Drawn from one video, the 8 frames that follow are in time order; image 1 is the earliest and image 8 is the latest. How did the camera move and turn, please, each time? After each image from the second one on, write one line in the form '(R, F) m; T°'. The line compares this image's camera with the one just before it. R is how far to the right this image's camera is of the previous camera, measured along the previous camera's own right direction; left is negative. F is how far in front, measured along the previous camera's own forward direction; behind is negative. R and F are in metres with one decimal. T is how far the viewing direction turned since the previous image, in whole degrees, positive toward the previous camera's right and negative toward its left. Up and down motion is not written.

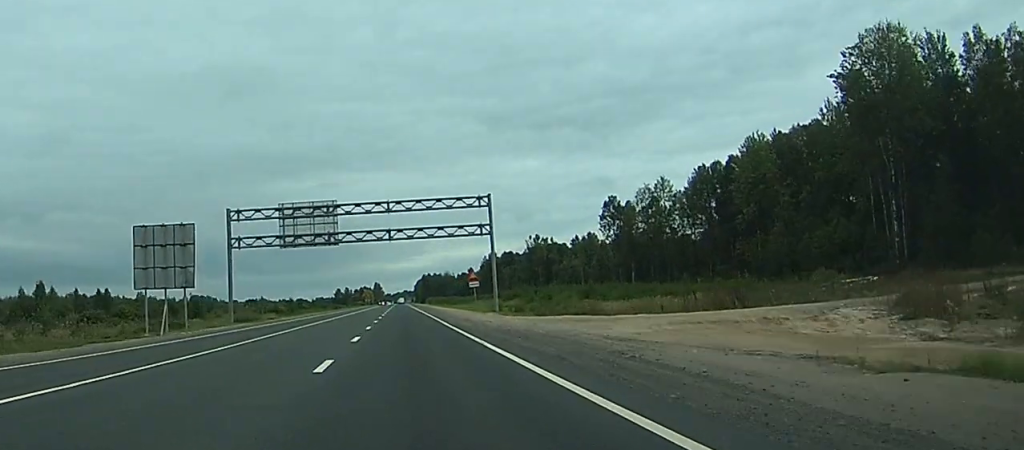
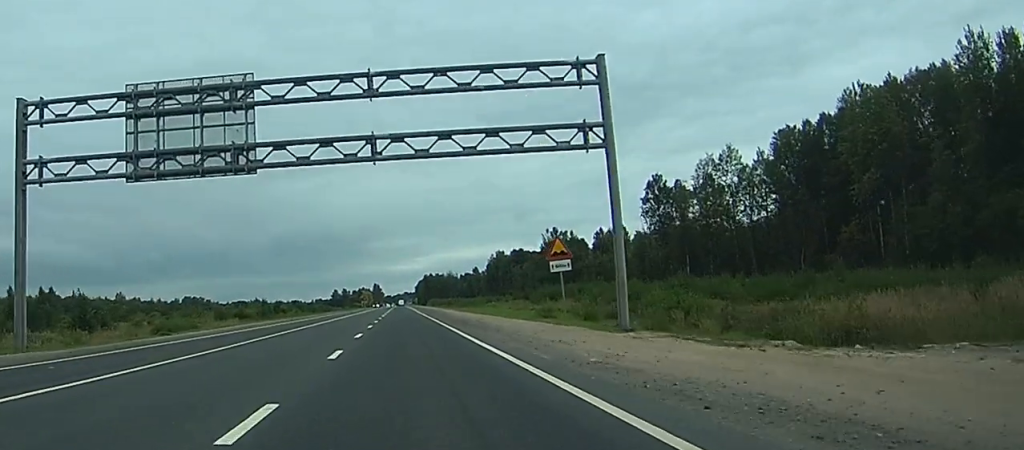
(+0.4, +43.9) m; +1°
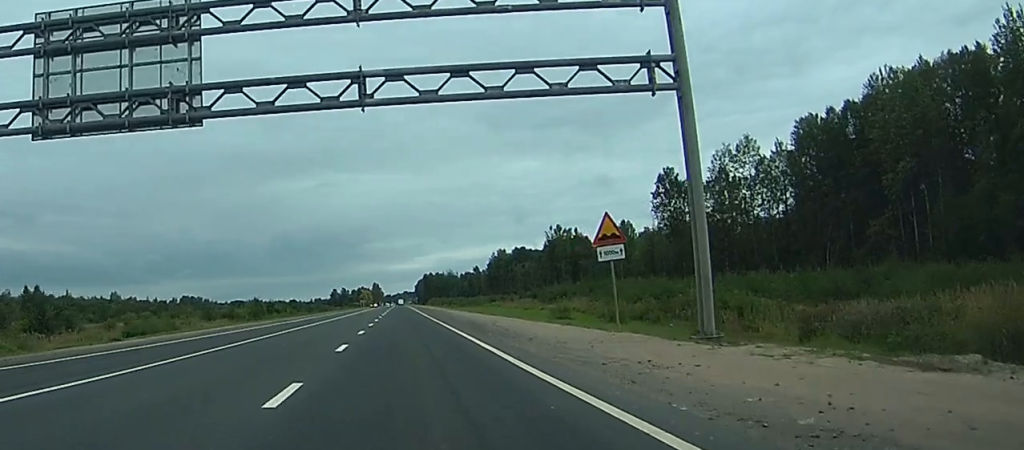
(0.0, +9.1) m; 0°
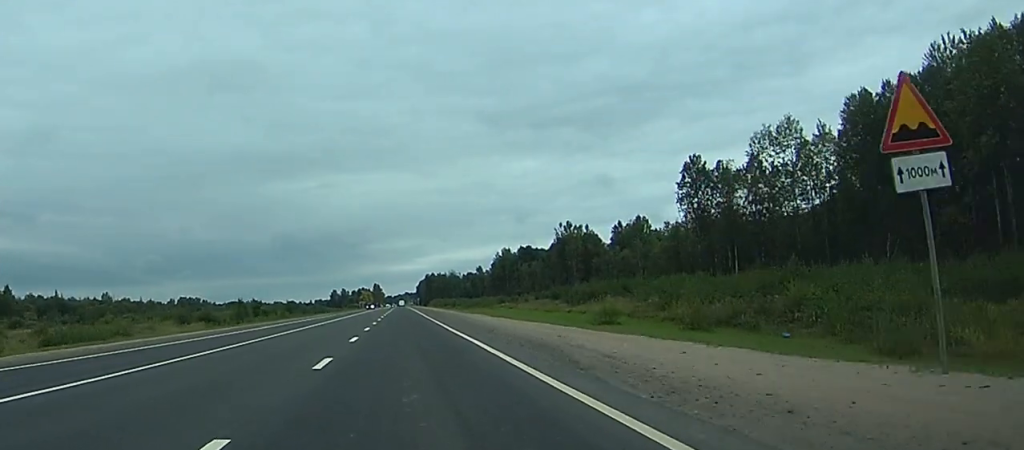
(0.0, +17.5) m; 0°
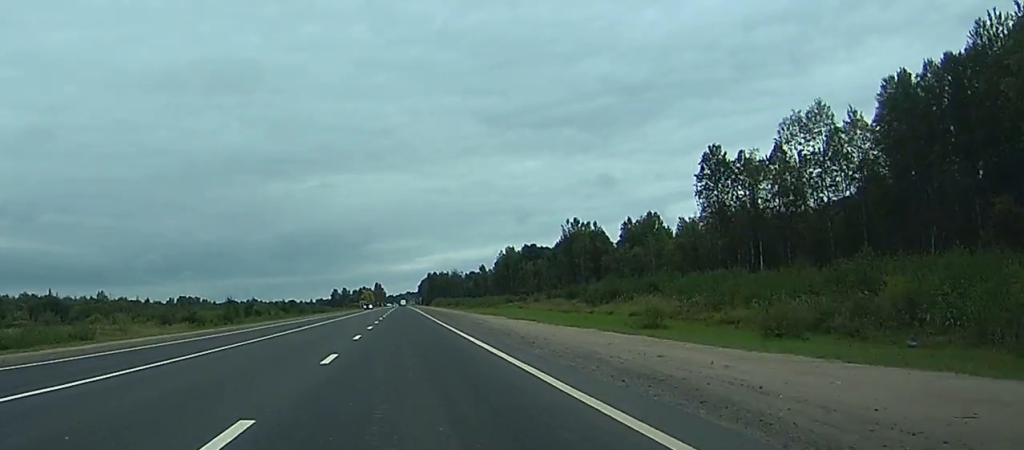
(0.0, +10.6) m; 0°
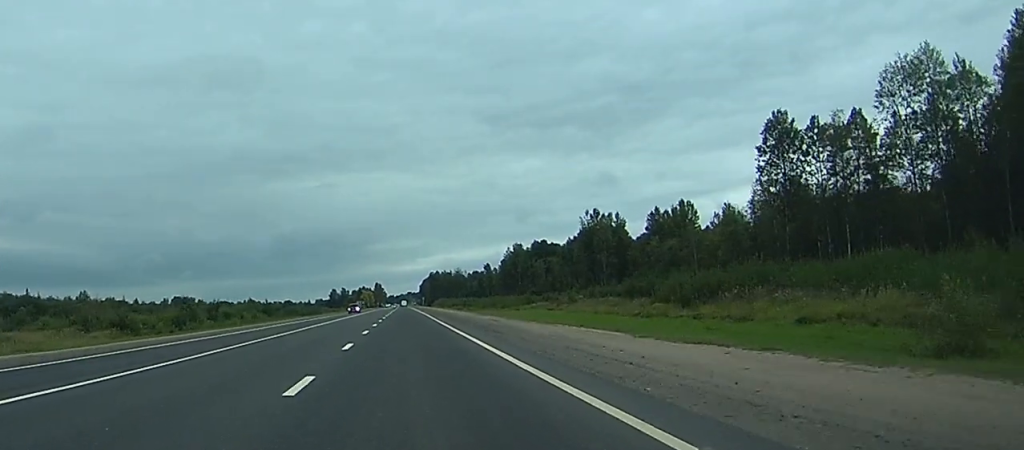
(-0.2, +29.9) m; -1°
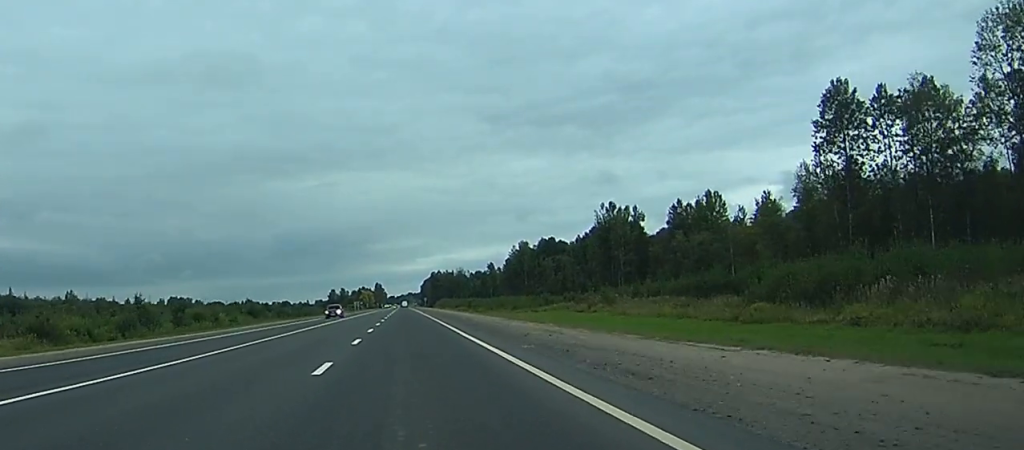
(0.0, +20.2) m; 0°
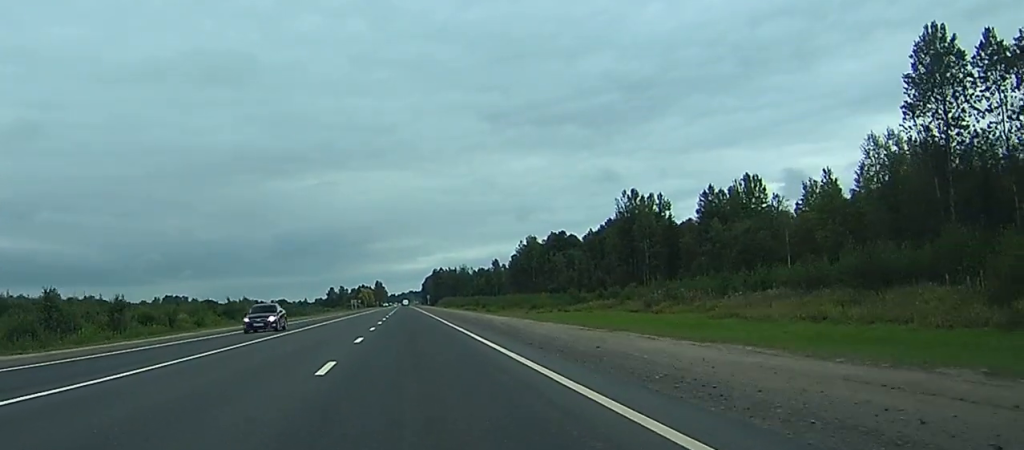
(0.0, +24.1) m; +1°
